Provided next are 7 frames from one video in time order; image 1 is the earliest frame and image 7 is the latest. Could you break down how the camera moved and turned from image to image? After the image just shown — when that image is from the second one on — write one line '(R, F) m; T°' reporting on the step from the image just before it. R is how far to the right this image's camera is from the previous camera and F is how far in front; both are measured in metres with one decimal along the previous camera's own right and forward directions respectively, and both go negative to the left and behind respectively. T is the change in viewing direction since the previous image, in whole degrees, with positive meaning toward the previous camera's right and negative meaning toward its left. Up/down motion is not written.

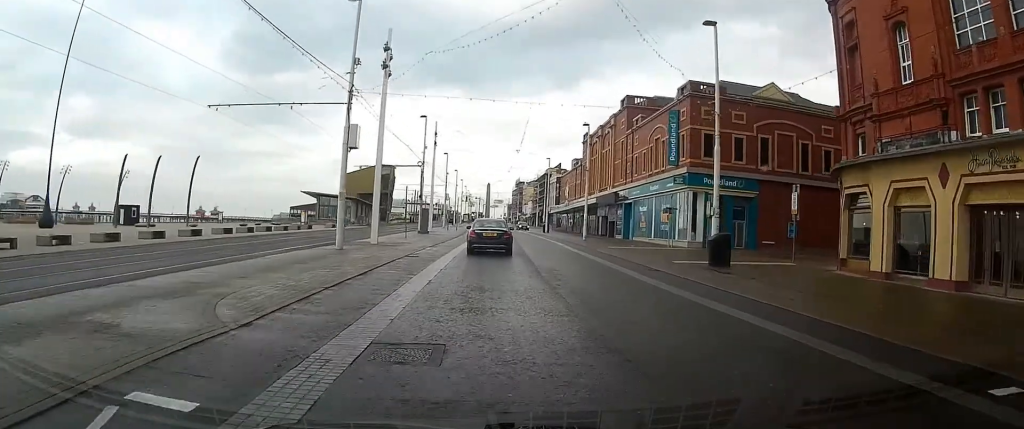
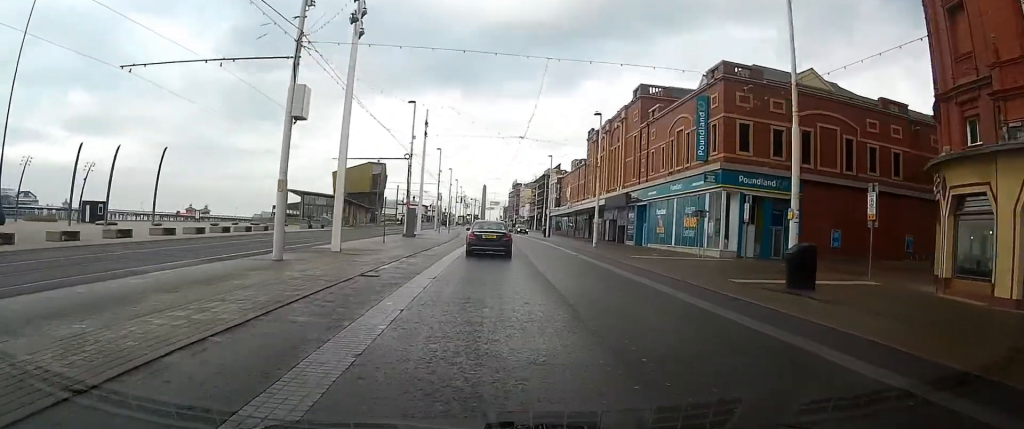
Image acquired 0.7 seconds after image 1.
(+0.1, +7.8) m; 0°
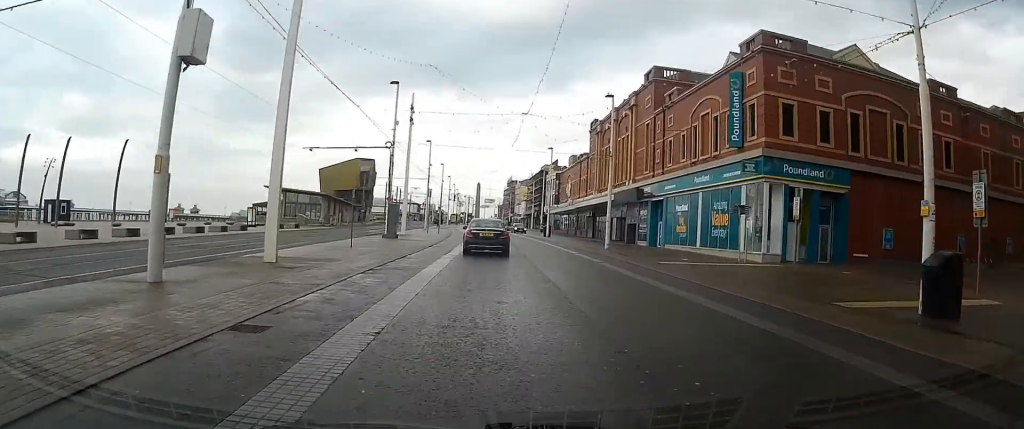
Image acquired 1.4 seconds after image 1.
(0.0, +7.6) m; 0°
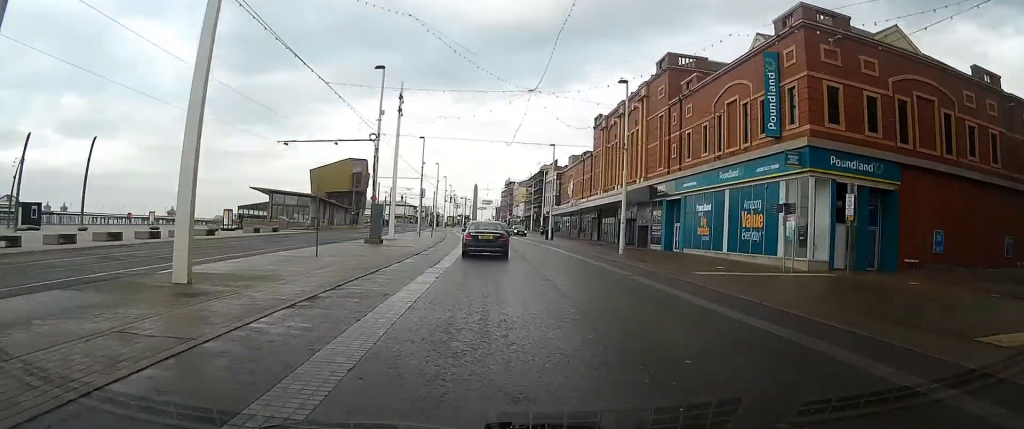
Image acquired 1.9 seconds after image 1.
(0.0, +5.7) m; 0°
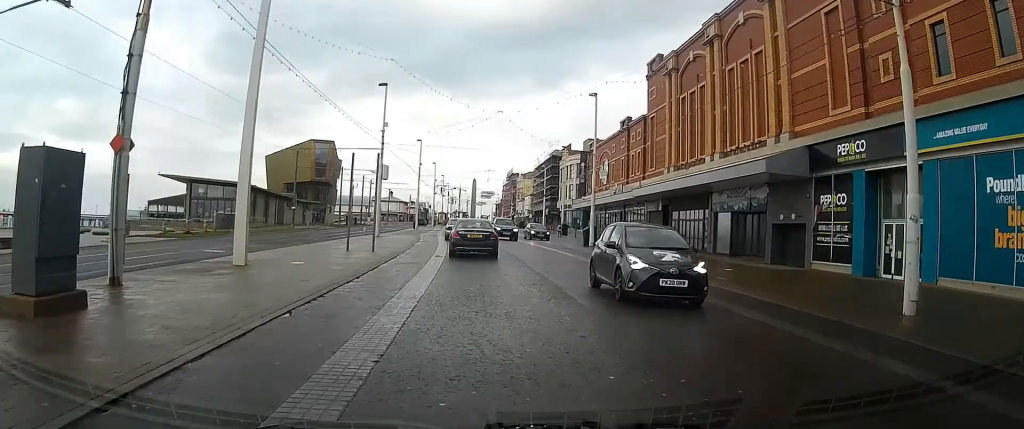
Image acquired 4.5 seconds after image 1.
(+0.1, +28.9) m; 0°
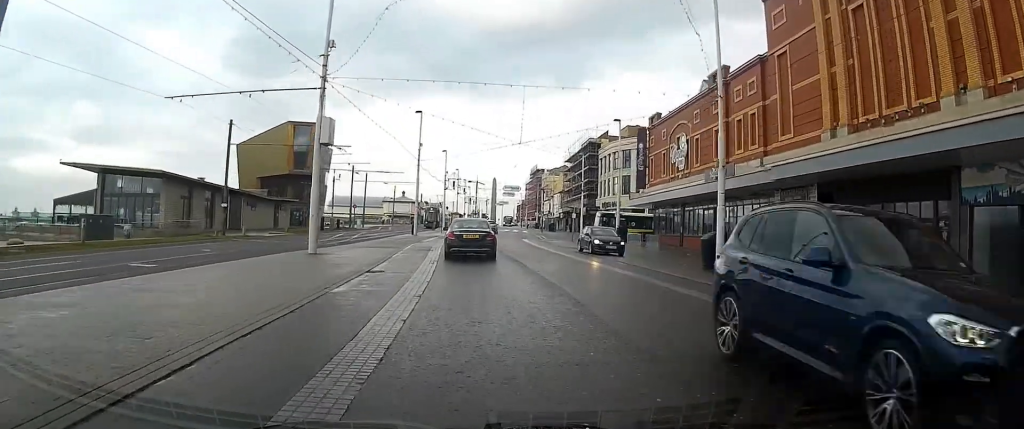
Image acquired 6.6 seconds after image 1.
(-0.5, +21.8) m; -3°
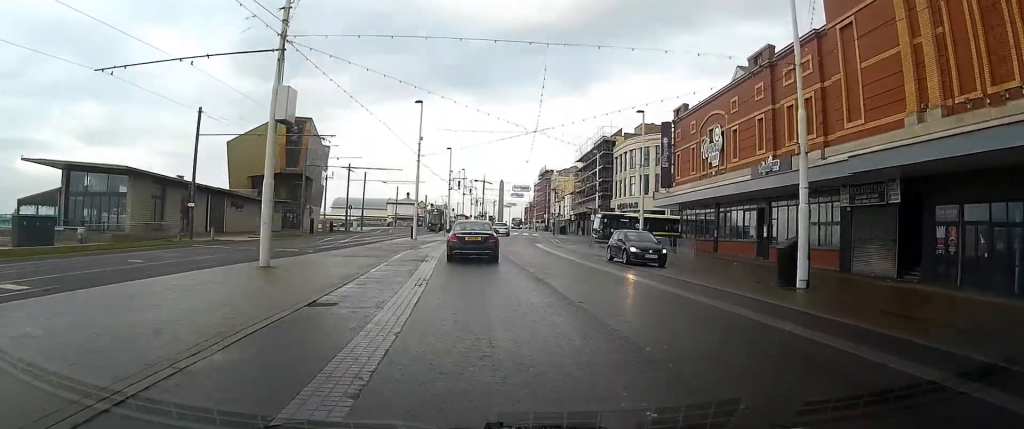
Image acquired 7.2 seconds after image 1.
(0.0, +6.2) m; 0°
